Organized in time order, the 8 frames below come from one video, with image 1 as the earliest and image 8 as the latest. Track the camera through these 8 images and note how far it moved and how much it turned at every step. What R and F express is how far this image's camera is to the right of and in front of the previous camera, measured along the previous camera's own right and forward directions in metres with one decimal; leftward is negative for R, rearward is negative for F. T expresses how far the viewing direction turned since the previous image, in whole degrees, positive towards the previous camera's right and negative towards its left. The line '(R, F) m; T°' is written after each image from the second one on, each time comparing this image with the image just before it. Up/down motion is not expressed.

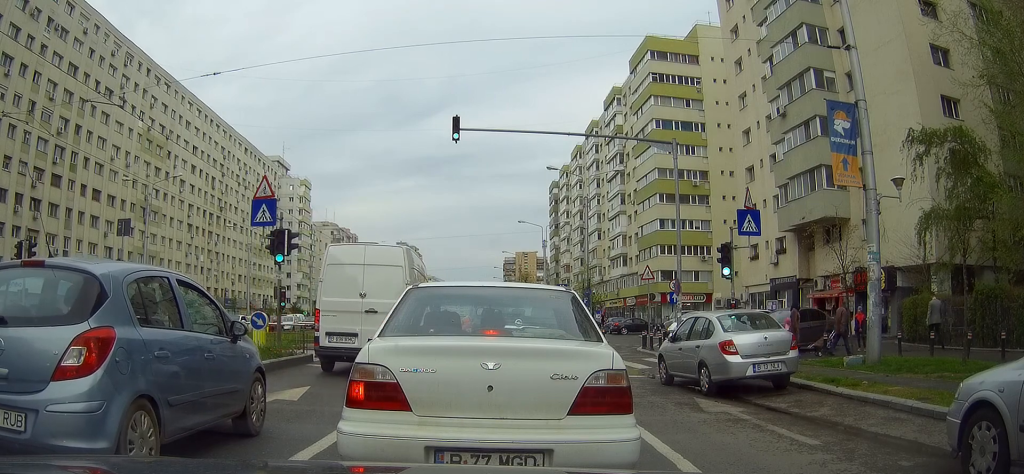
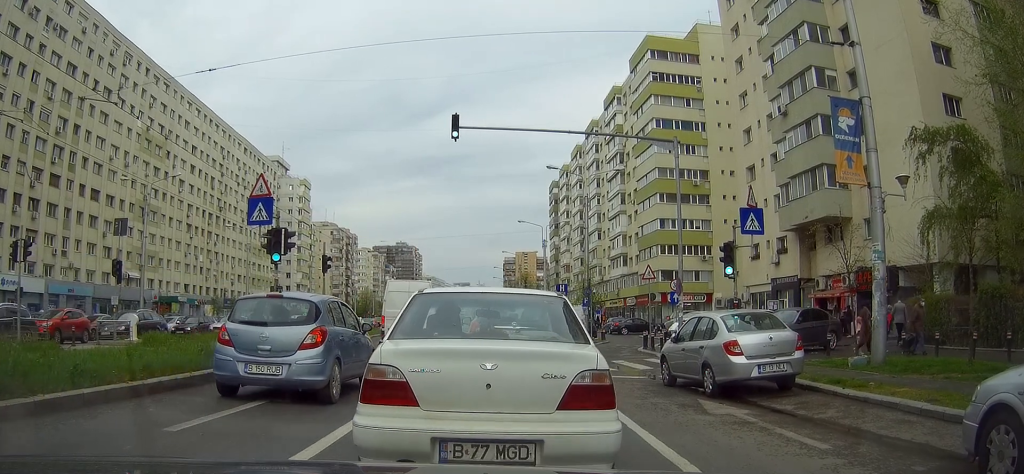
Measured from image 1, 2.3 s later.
(0.0, 0.0) m; 0°
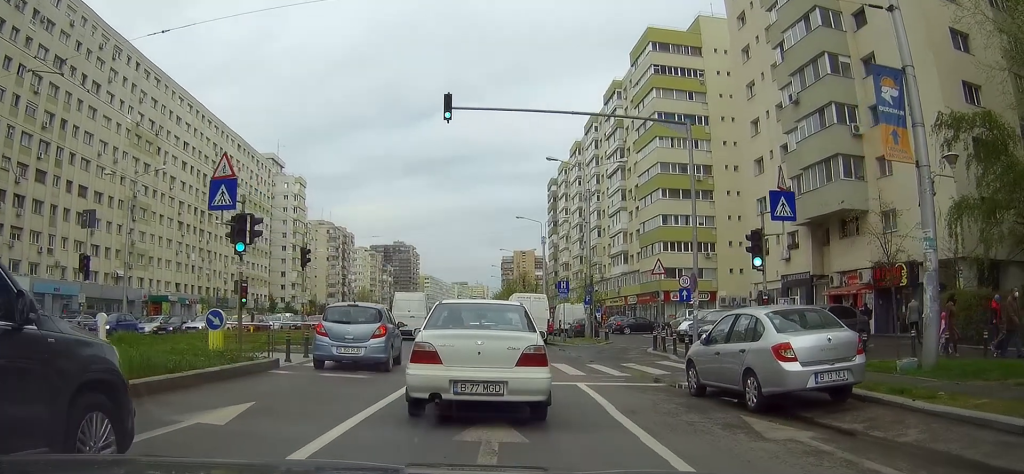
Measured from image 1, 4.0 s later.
(-0.2, +1.4) m; -2°
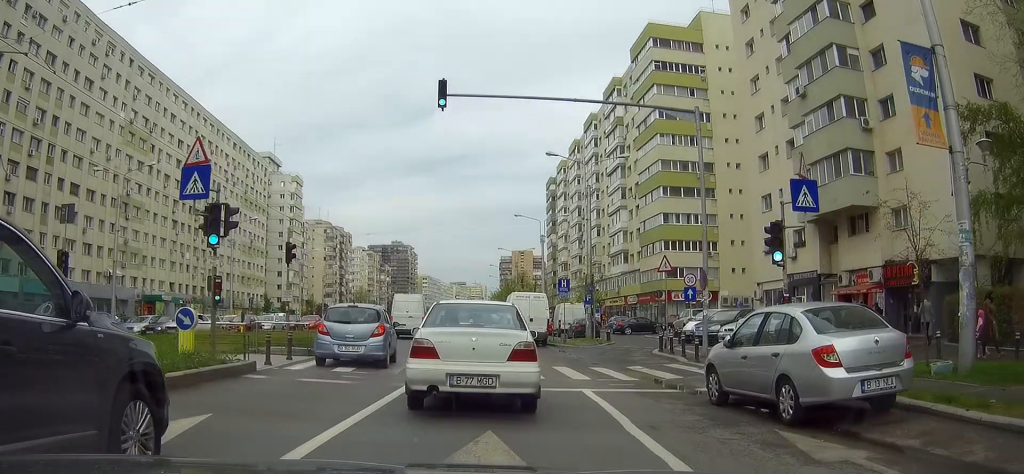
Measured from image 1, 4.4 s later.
(-0.1, +1.3) m; +4°
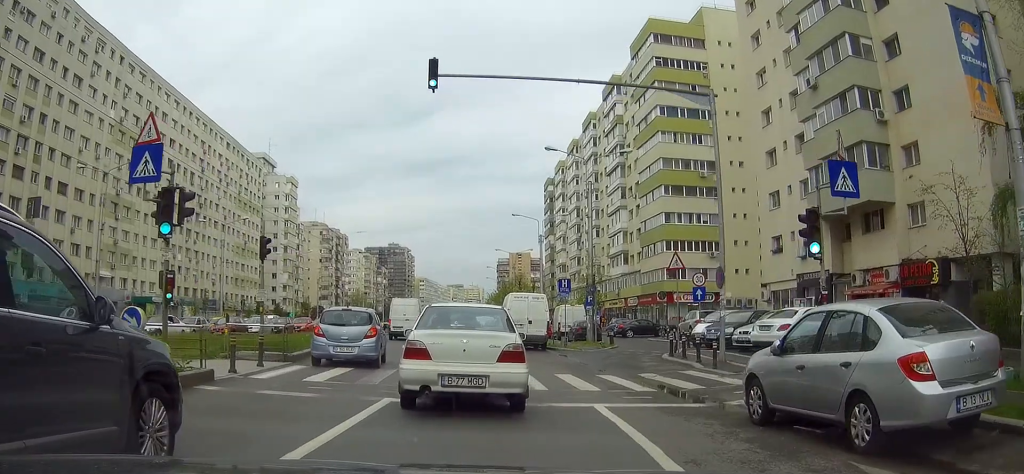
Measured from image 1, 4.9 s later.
(+0.1, +1.8) m; +4°
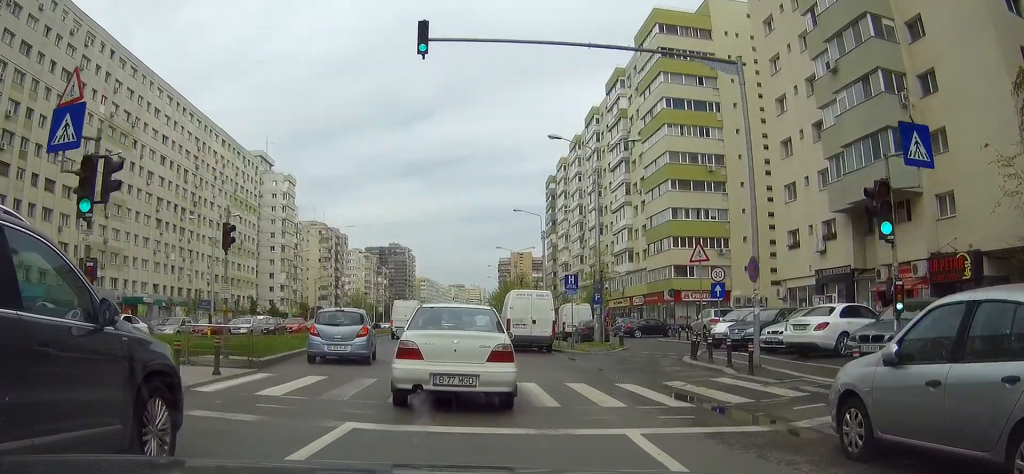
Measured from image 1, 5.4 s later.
(+0.2, +2.4) m; +4°
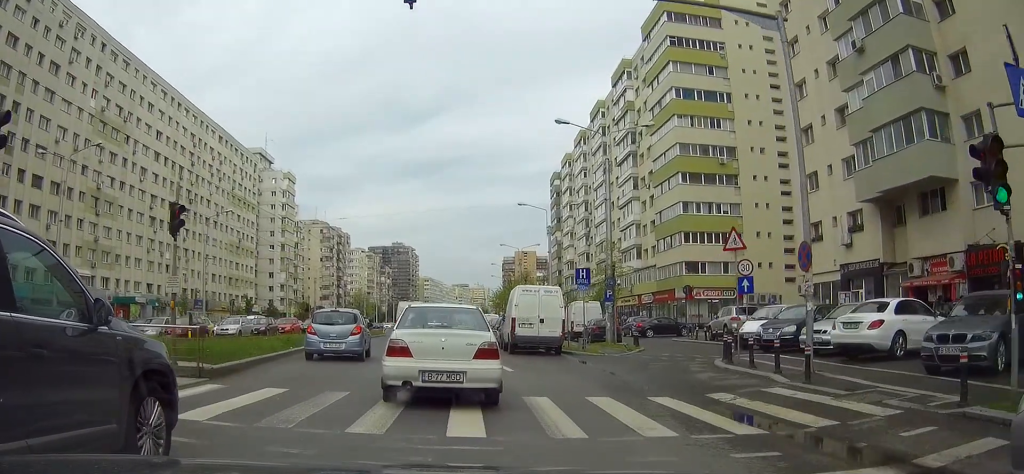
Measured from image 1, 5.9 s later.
(+0.1, +2.8) m; 0°
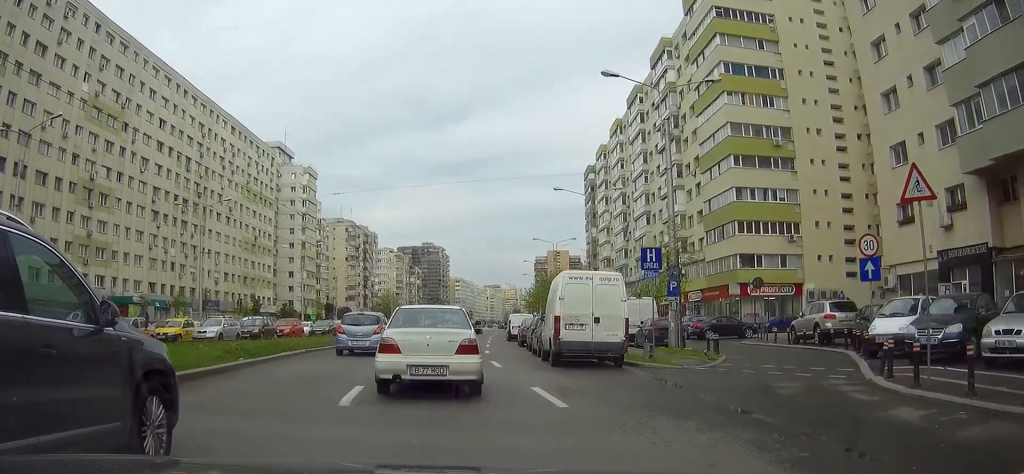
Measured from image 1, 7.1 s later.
(-0.3, +7.2) m; -4°
